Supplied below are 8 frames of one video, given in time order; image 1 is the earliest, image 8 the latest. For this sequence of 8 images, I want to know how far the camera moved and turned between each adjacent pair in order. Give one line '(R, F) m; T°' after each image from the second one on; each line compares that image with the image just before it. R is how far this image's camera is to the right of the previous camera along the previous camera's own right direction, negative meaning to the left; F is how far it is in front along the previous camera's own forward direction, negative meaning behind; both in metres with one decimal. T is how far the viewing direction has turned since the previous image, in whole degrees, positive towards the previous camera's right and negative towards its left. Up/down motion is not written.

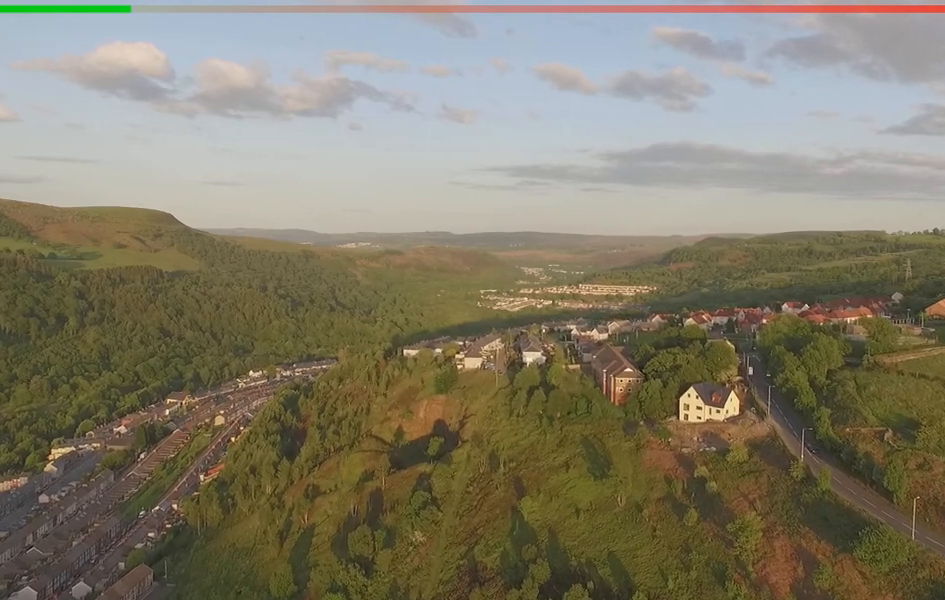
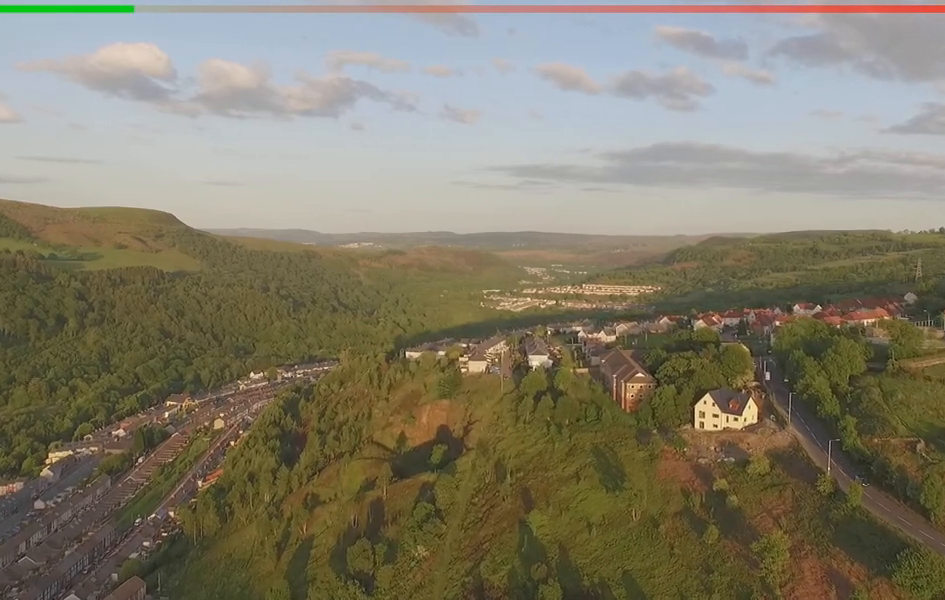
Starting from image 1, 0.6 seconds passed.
(0.0, +10.8) m; 0°
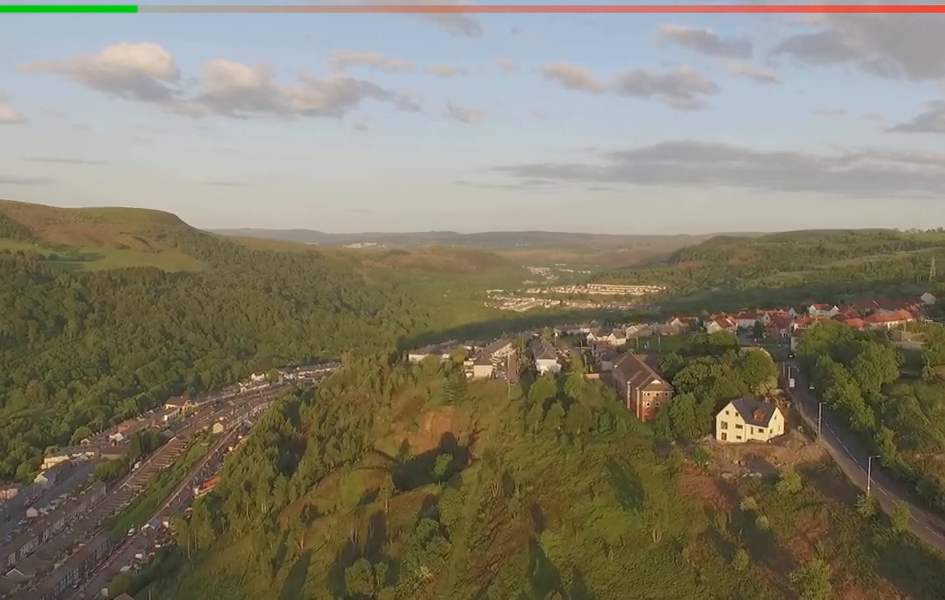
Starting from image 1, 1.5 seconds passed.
(0.0, +13.6) m; +1°
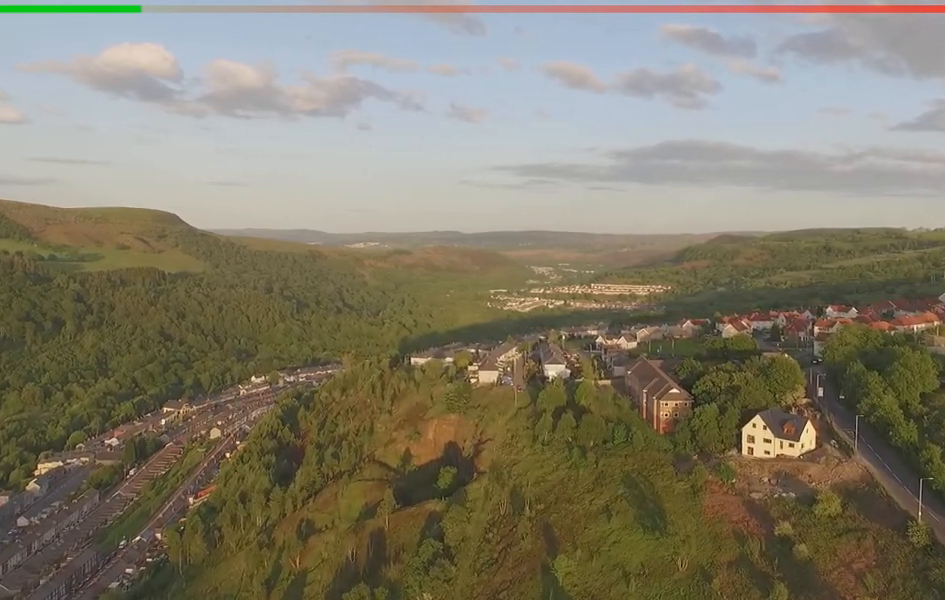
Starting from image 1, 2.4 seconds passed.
(+0.2, +14.8) m; +2°
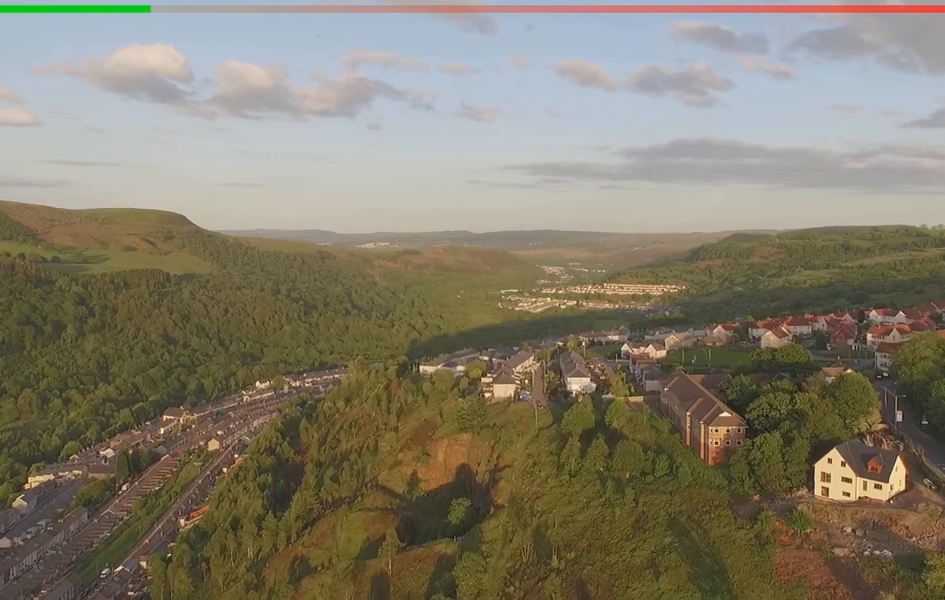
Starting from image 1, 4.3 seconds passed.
(+0.6, +32.6) m; +1°
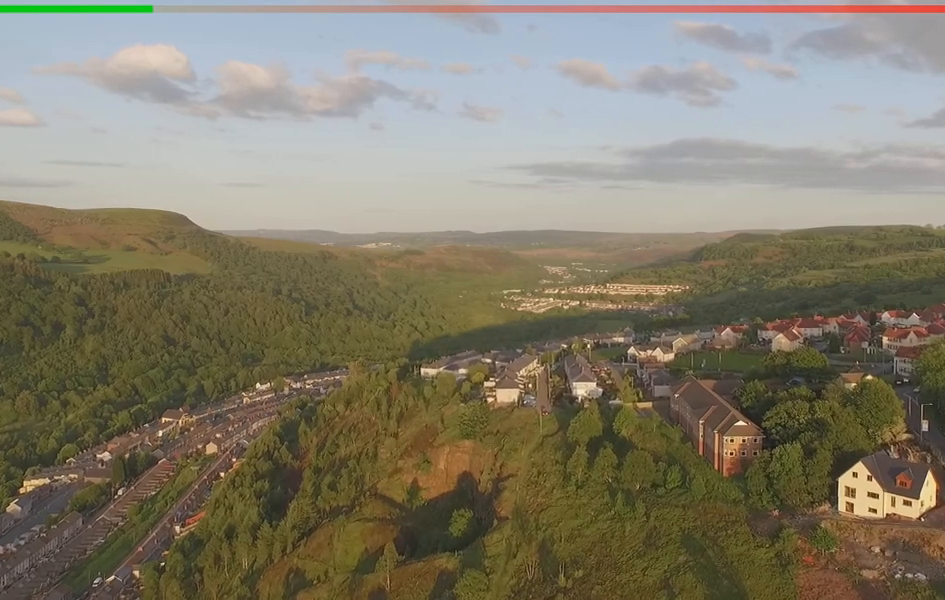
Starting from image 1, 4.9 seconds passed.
(0.0, +9.3) m; 0°
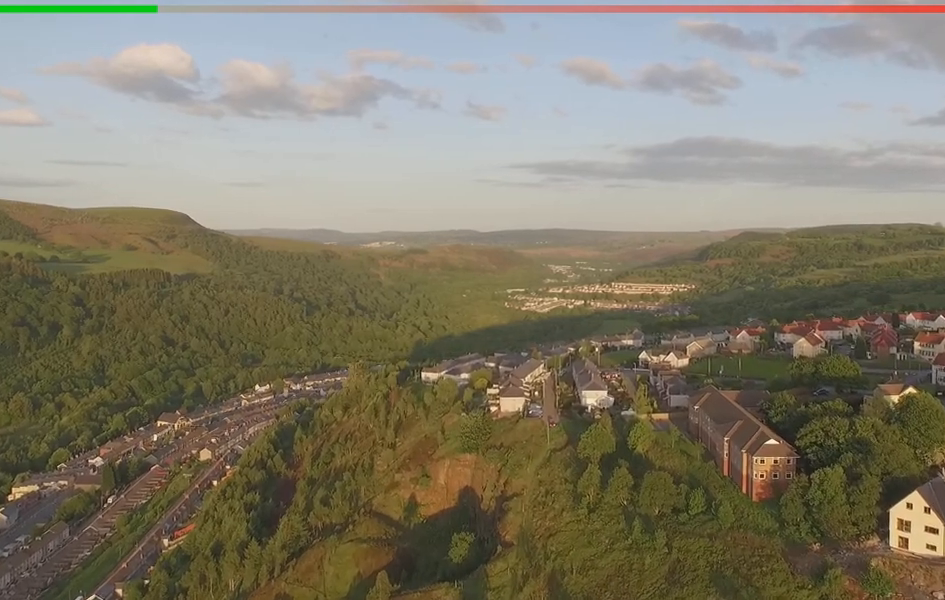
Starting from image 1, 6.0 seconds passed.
(-0.1, +17.7) m; -1°
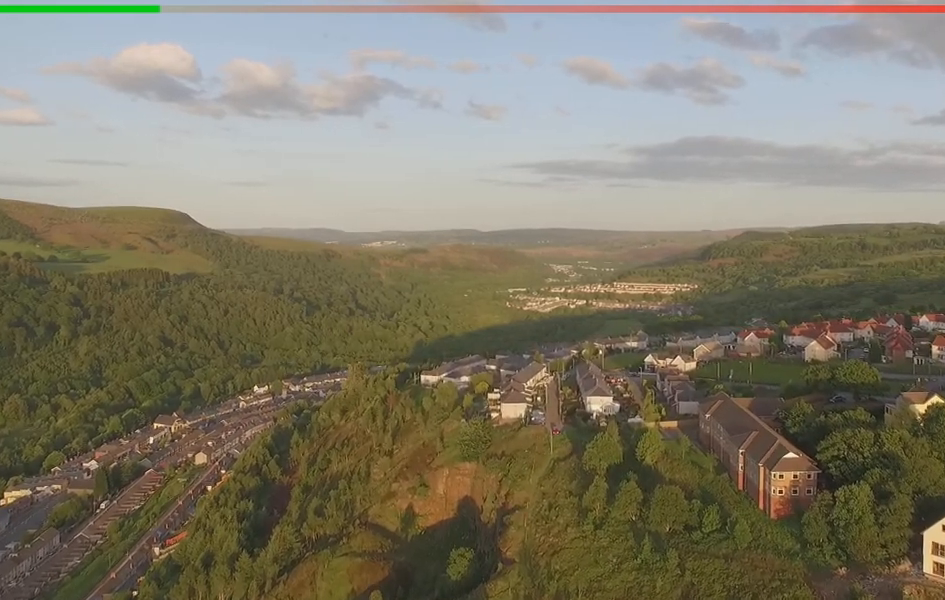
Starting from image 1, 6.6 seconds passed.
(0.0, +9.8) m; 0°
